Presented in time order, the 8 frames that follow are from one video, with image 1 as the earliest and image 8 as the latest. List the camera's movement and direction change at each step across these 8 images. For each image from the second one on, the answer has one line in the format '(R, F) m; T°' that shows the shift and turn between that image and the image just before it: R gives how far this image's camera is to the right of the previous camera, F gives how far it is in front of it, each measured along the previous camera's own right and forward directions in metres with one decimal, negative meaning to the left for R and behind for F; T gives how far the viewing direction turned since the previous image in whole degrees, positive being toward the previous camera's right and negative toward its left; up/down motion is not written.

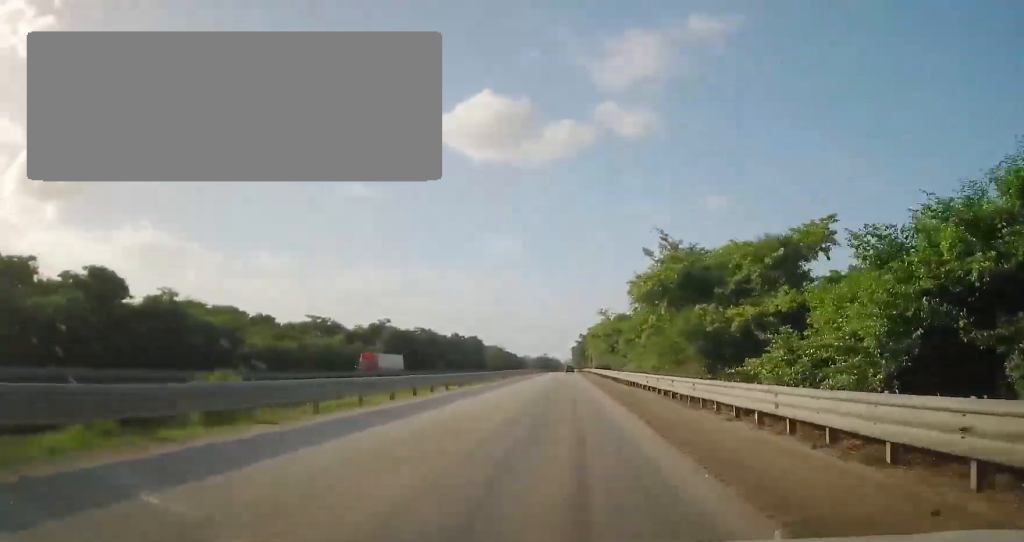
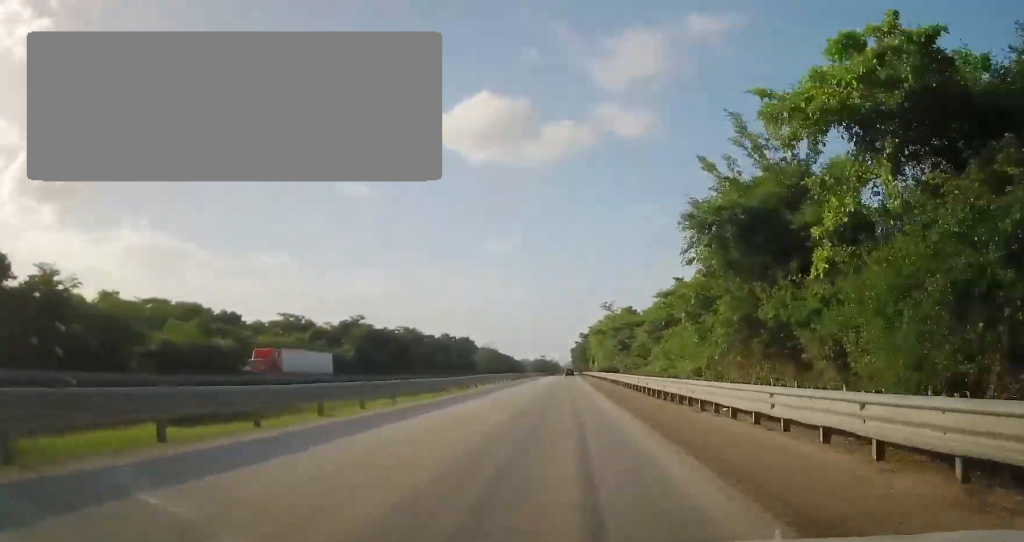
(0.0, +18.7) m; +1°
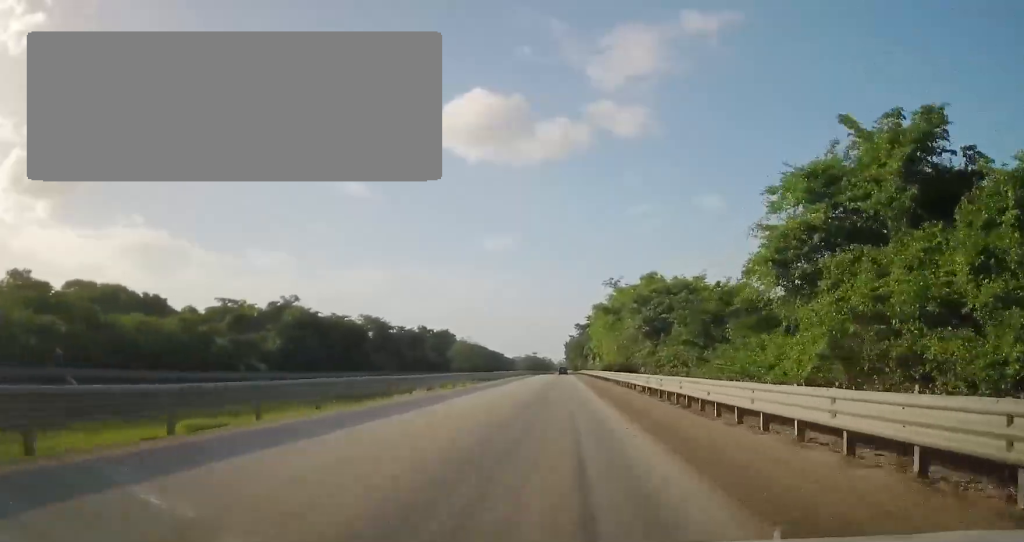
(+0.4, +29.9) m; 0°
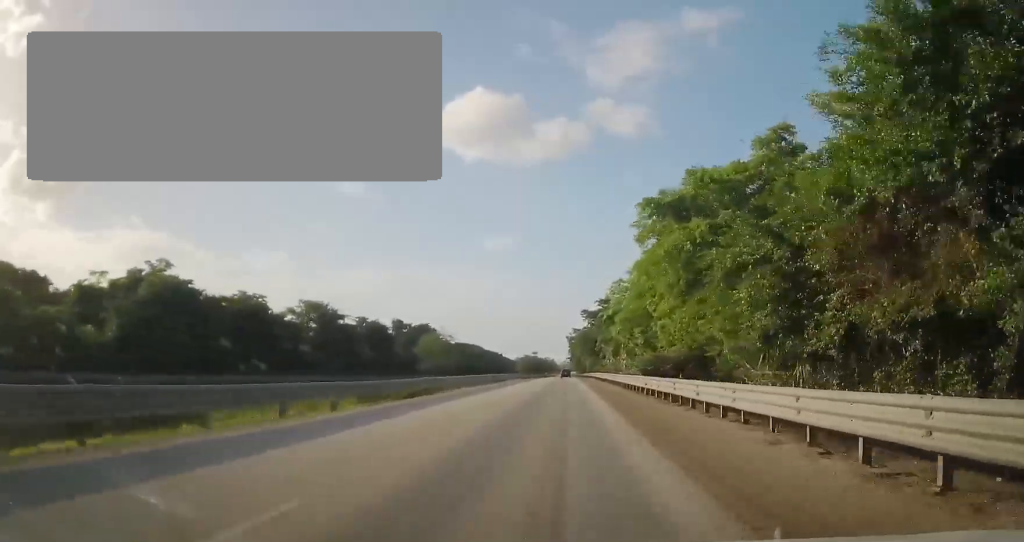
(-0.5, +37.0) m; 0°
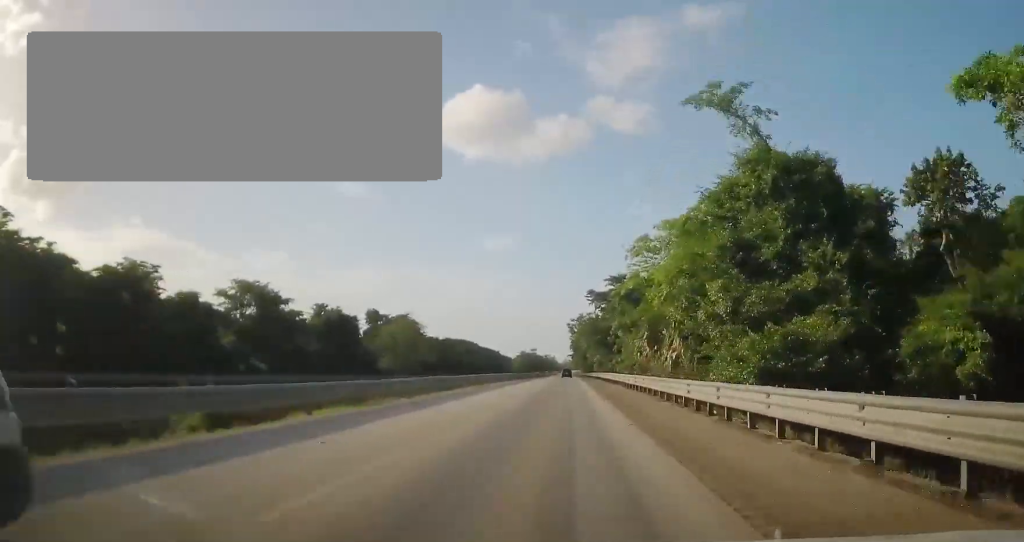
(+0.1, +25.1) m; +1°
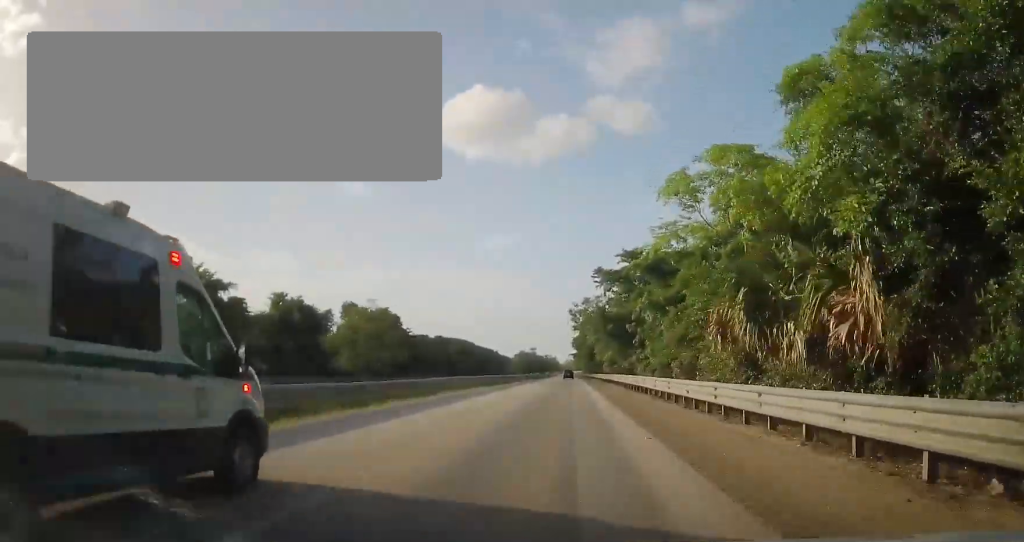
(+0.3, +18.2) m; 0°
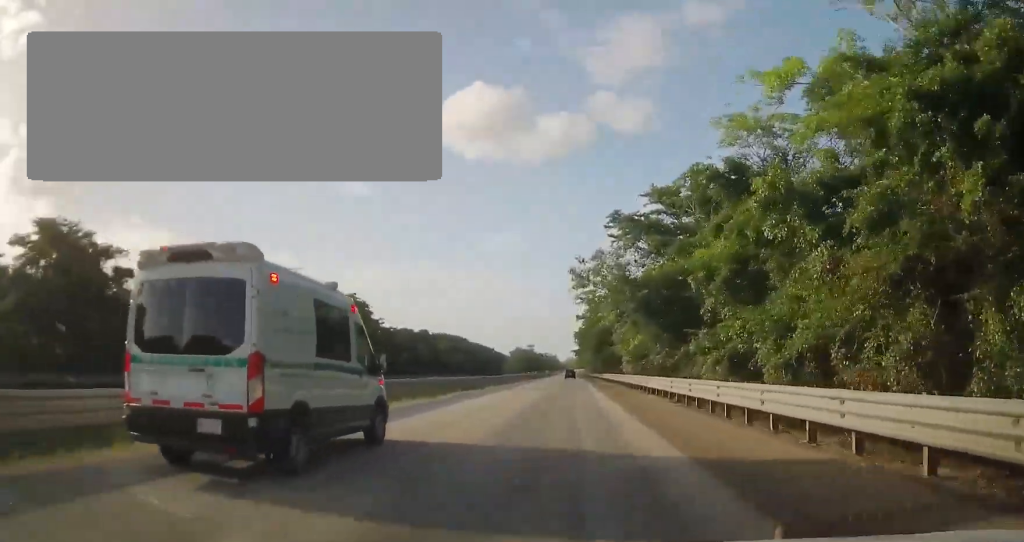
(-0.3, +22.5) m; -1°
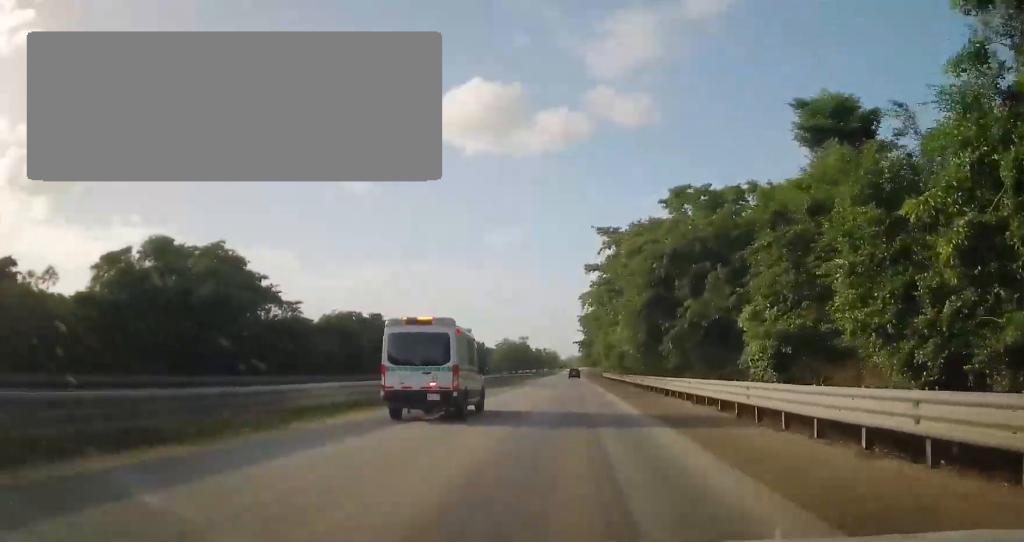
(-0.3, +47.1) m; 0°
